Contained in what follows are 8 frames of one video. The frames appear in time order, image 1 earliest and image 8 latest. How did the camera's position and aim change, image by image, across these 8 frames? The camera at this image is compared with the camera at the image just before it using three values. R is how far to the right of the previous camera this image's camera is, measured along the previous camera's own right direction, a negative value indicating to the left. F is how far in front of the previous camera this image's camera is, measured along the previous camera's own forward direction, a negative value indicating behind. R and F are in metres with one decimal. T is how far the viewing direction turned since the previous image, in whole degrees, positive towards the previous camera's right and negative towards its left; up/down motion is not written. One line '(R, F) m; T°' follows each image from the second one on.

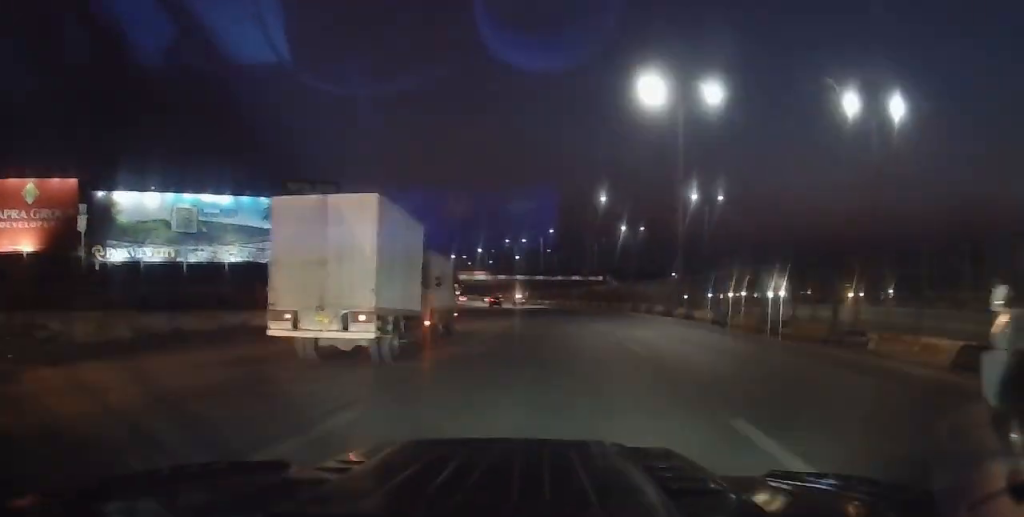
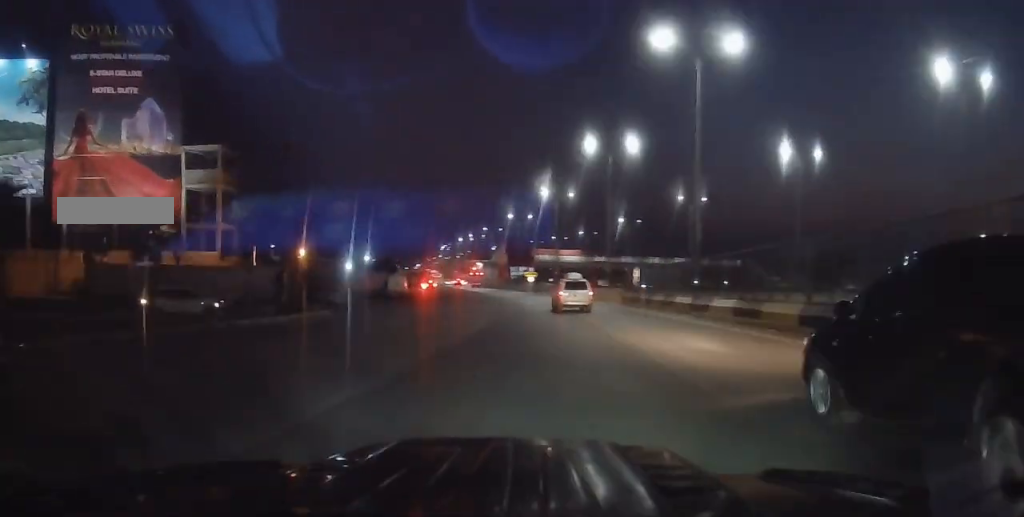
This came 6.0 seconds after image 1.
(-5.3, +81.8) m; -7°
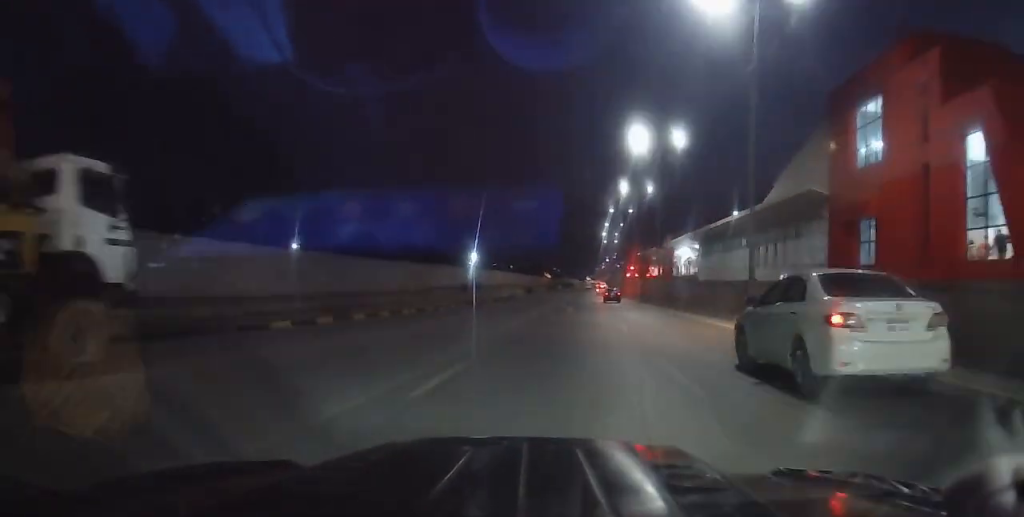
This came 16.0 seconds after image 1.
(-15.2, +147.3) m; -8°
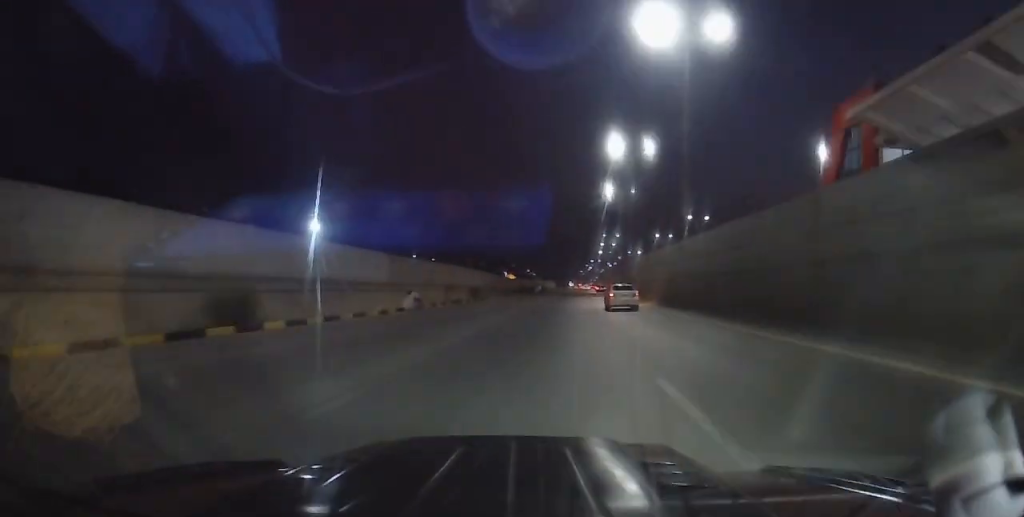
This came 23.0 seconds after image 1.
(-2.0, +107.8) m; -1°
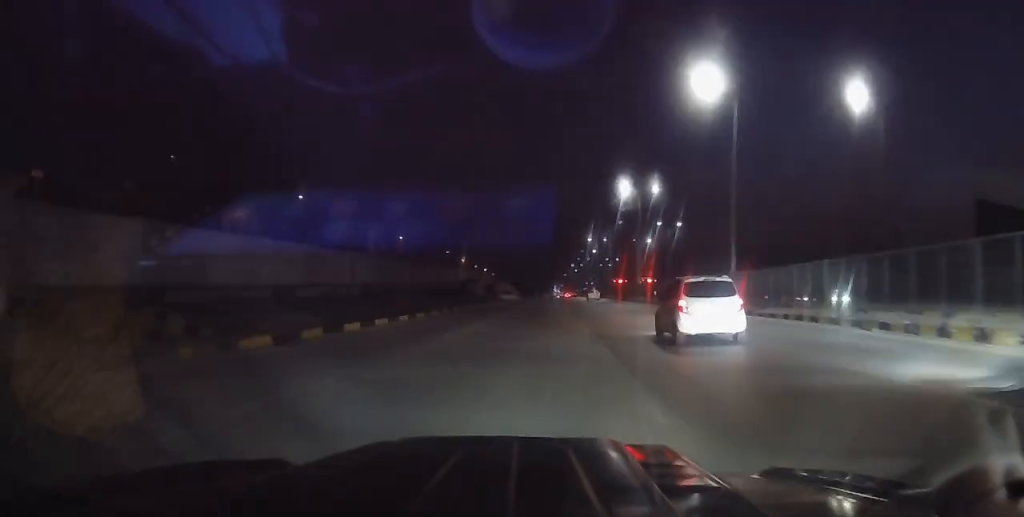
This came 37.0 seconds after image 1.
(+0.6, +200.9) m; -1°
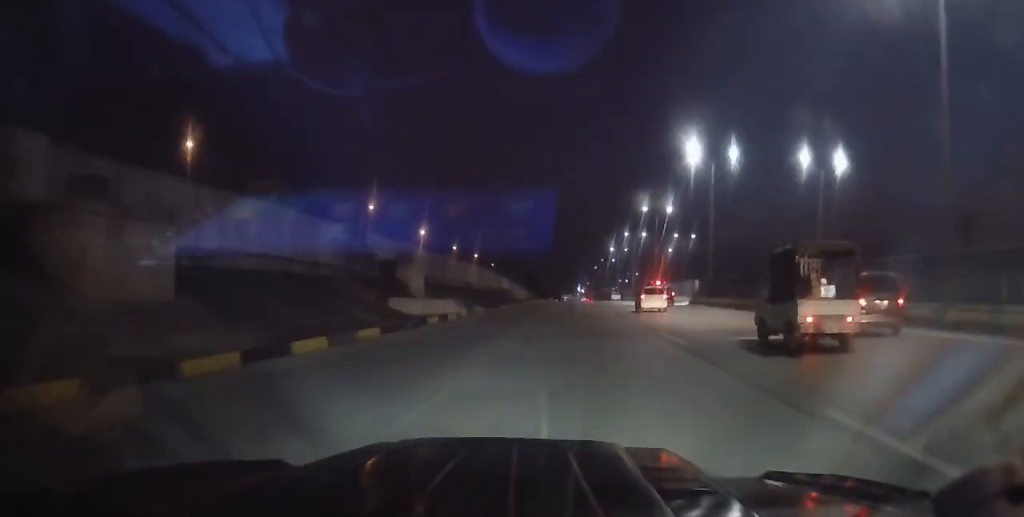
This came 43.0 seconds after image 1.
(-1.0, +71.3) m; -1°
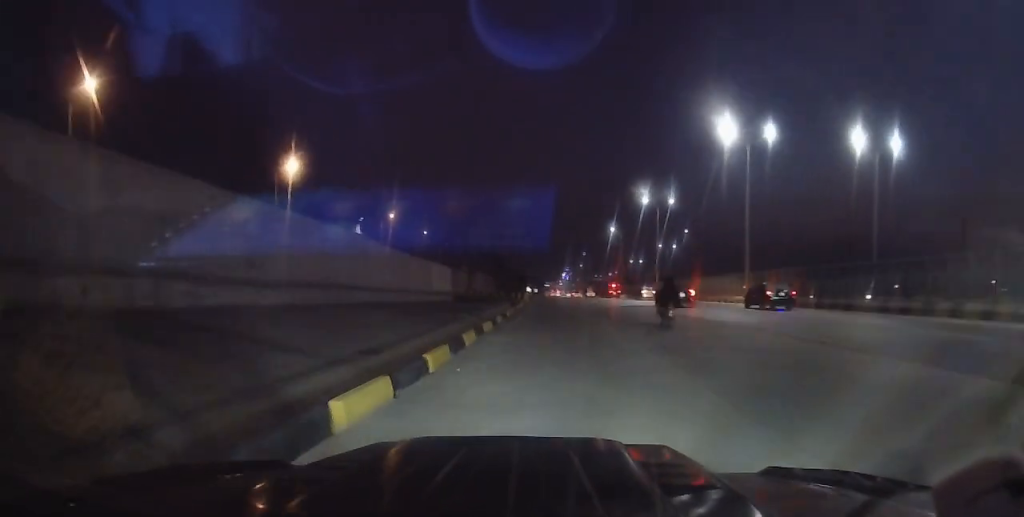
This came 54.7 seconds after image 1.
(-0.5, +78.5) m; 0°
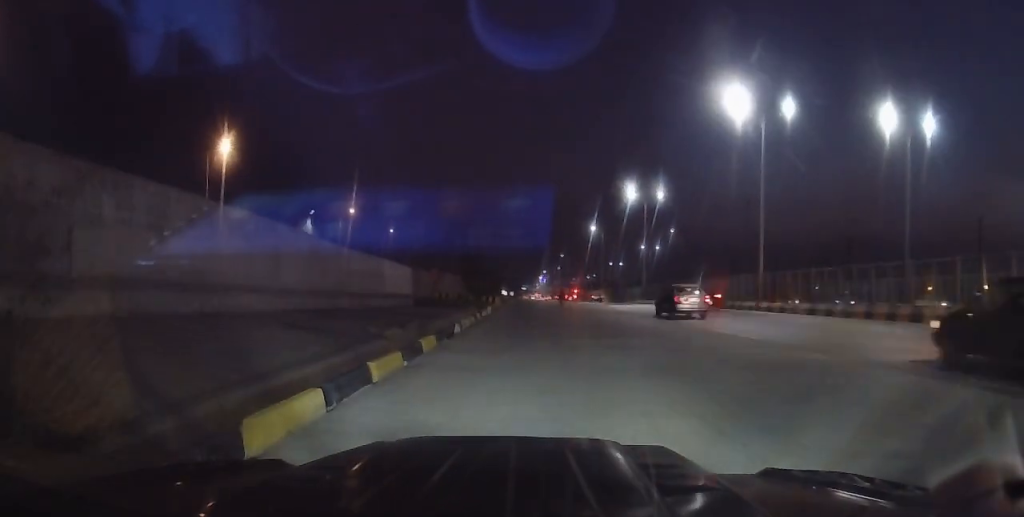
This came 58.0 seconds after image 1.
(-0.1, +13.2) m; +1°
